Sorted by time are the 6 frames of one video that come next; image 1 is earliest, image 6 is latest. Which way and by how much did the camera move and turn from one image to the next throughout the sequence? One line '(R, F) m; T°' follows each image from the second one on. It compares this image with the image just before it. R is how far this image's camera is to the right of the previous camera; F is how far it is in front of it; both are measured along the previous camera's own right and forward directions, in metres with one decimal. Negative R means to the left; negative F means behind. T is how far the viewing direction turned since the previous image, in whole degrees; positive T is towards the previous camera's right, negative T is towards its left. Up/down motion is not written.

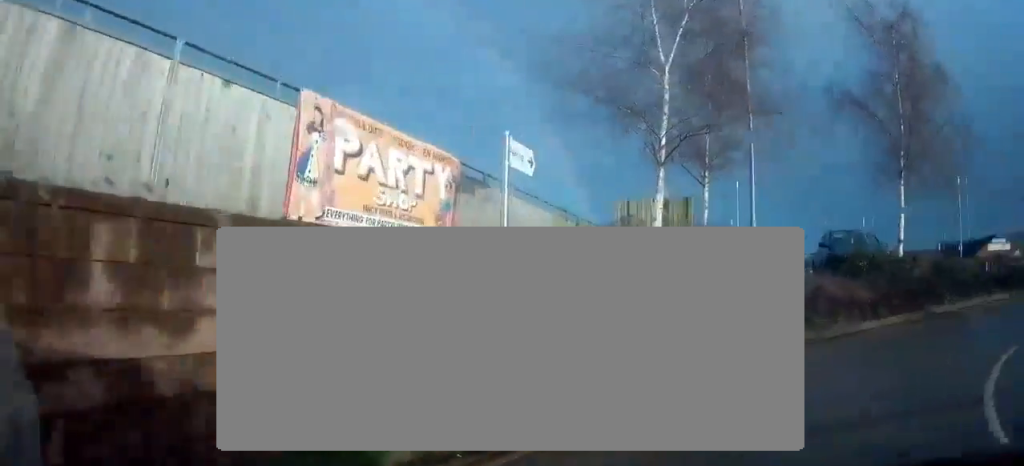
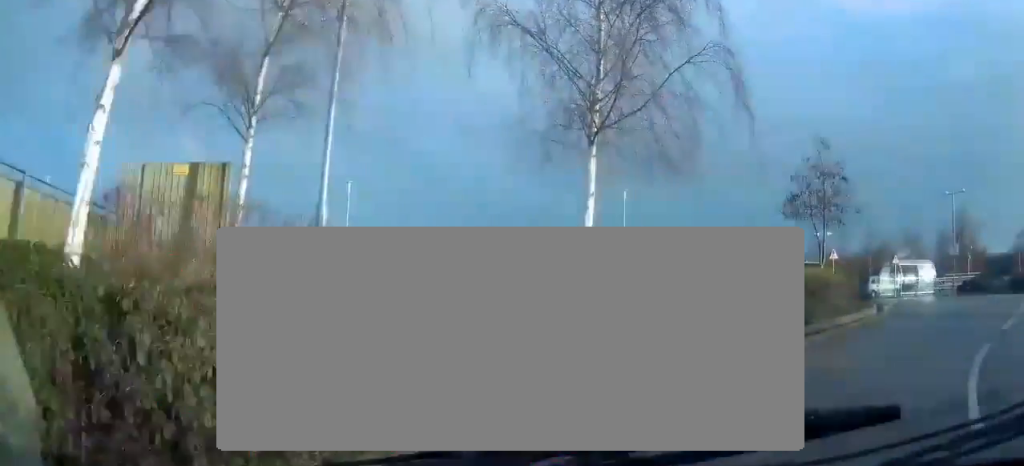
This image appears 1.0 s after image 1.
(+1.3, +5.1) m; +27°
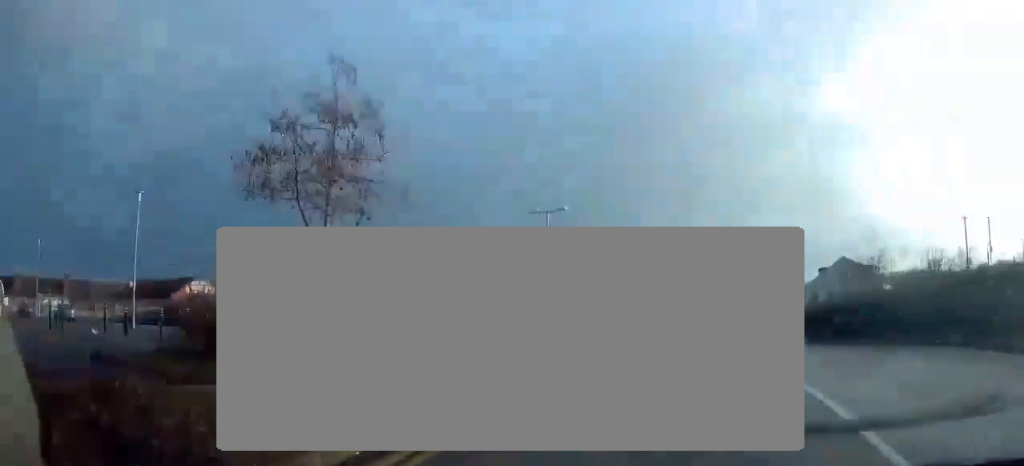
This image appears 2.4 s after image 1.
(+2.0, +7.6) m; +35°
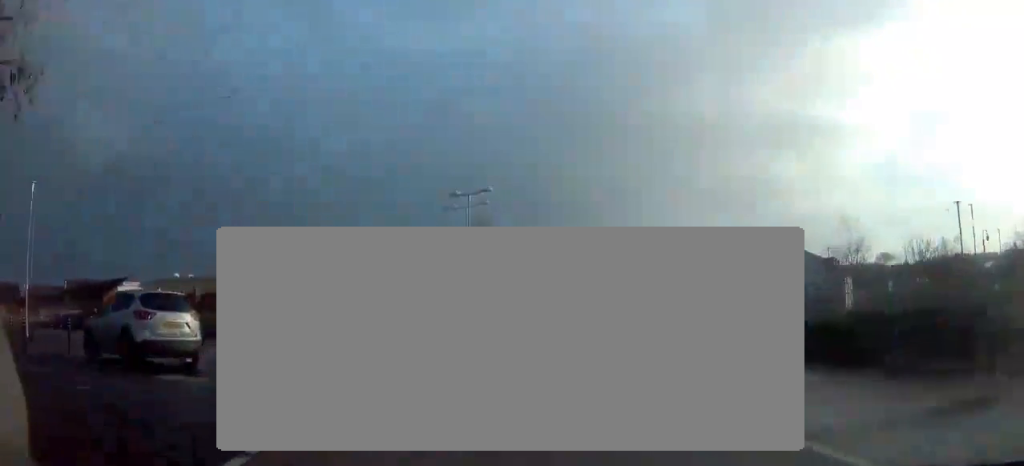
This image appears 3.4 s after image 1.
(+1.6, +5.7) m; +12°
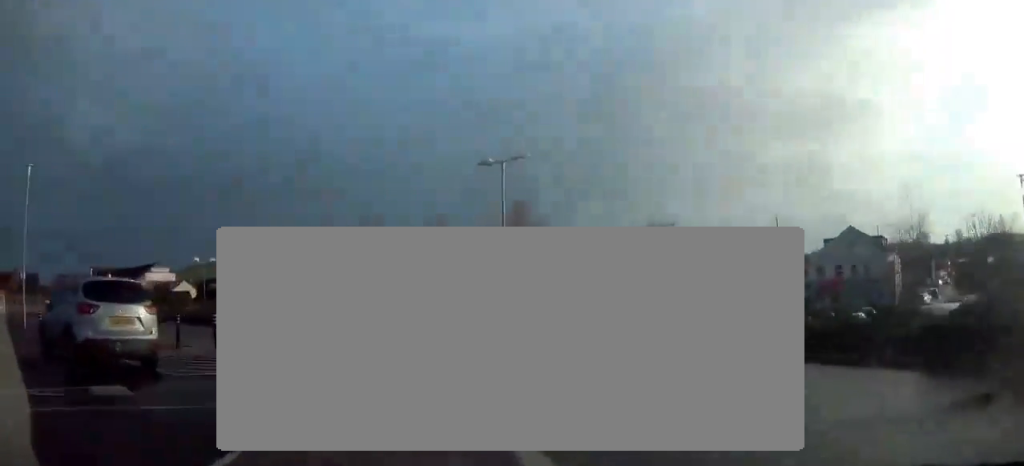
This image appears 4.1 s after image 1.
(-0.2, +4.1) m; -2°
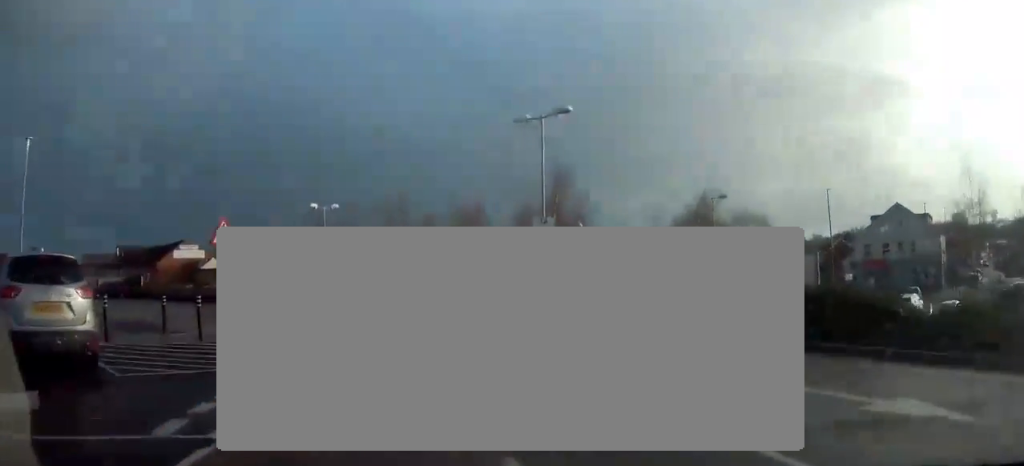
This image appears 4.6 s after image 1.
(-0.1, +3.3) m; -3°
